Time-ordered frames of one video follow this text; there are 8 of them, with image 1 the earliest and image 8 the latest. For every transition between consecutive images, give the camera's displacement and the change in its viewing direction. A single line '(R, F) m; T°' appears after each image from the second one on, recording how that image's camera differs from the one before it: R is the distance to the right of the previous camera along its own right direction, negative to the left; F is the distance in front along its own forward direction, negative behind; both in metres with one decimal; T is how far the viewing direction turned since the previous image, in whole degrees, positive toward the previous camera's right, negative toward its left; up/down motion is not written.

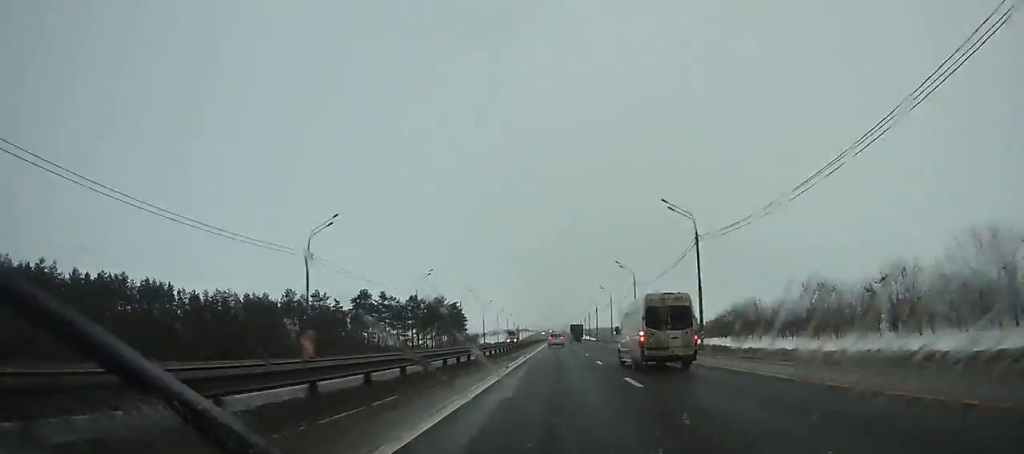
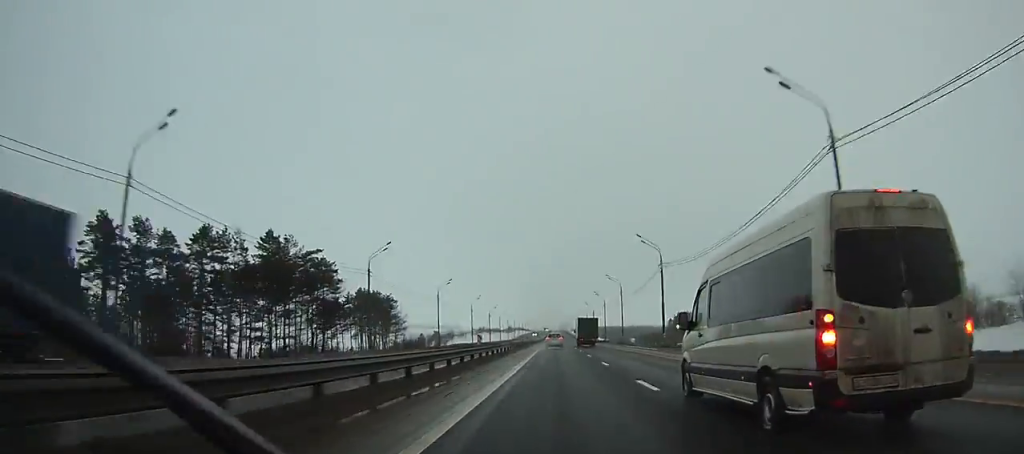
(-0.2, +96.1) m; 0°
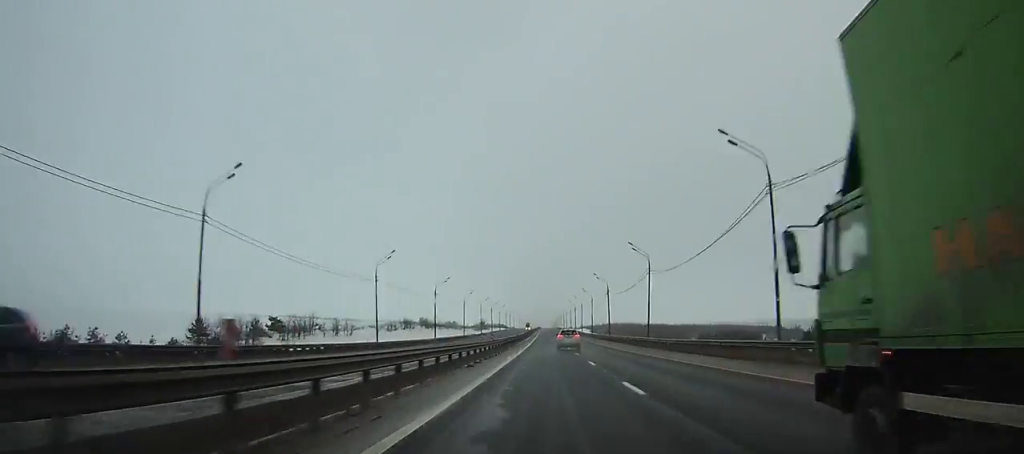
(+1.3, +173.7) m; +1°
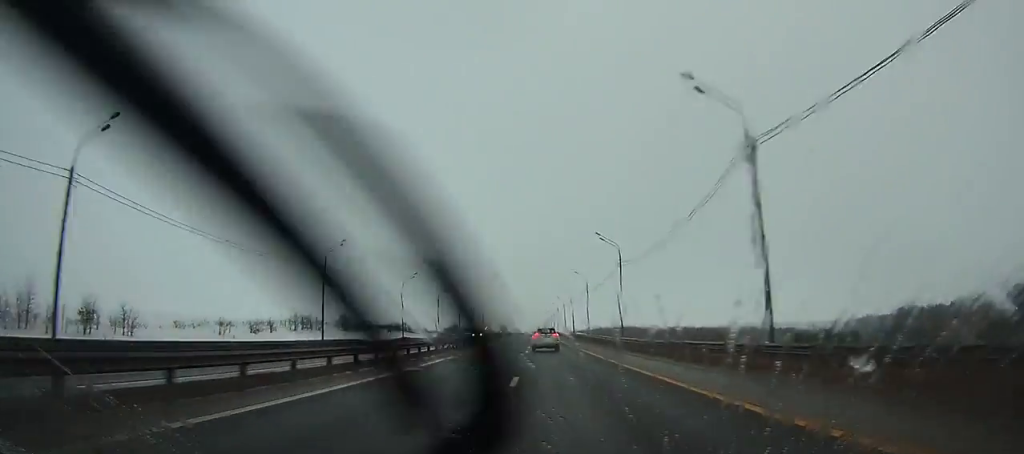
(+0.9, +77.1) m; 0°
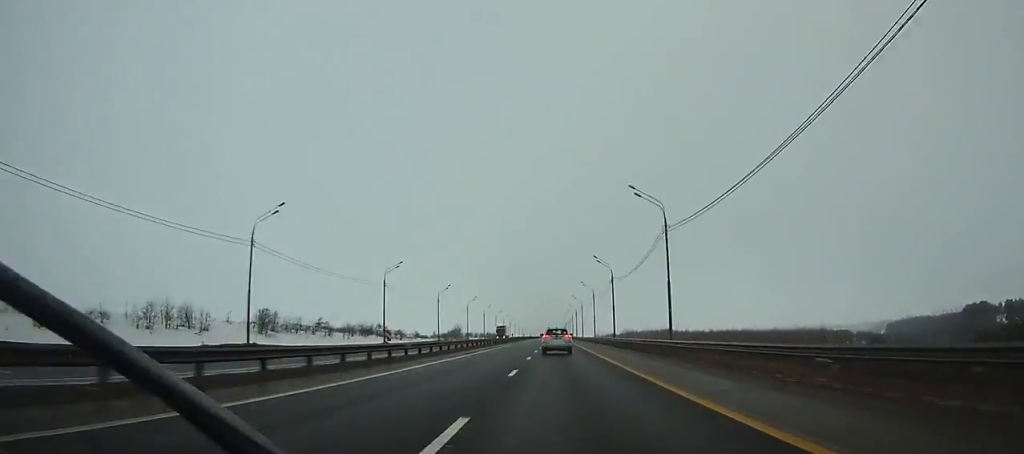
(-0.8, +54.8) m; 0°
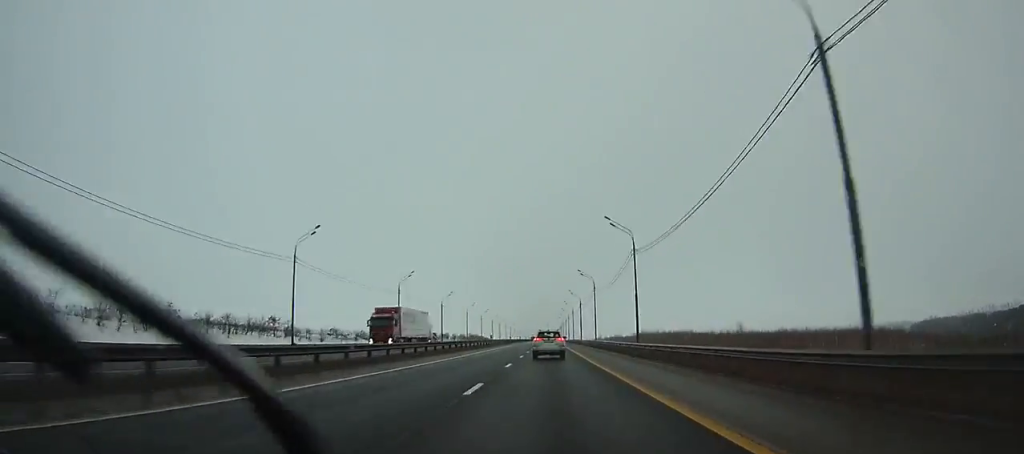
(-0.2, +62.7) m; 0°
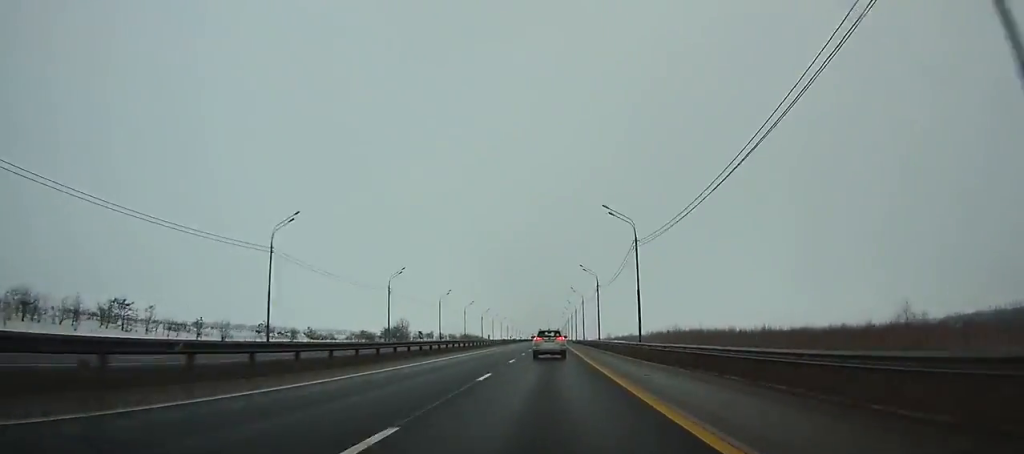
(+0.1, +42.3) m; 0°
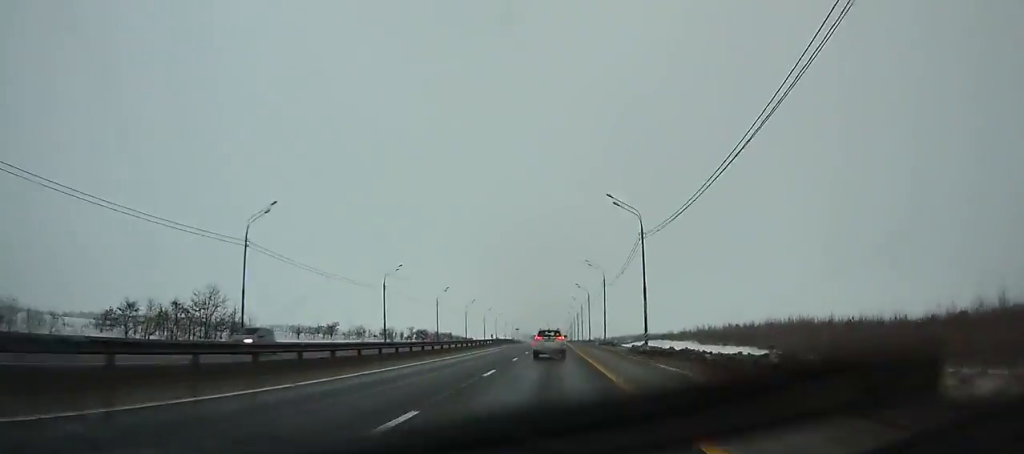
(-0.5, +114.6) m; 0°
